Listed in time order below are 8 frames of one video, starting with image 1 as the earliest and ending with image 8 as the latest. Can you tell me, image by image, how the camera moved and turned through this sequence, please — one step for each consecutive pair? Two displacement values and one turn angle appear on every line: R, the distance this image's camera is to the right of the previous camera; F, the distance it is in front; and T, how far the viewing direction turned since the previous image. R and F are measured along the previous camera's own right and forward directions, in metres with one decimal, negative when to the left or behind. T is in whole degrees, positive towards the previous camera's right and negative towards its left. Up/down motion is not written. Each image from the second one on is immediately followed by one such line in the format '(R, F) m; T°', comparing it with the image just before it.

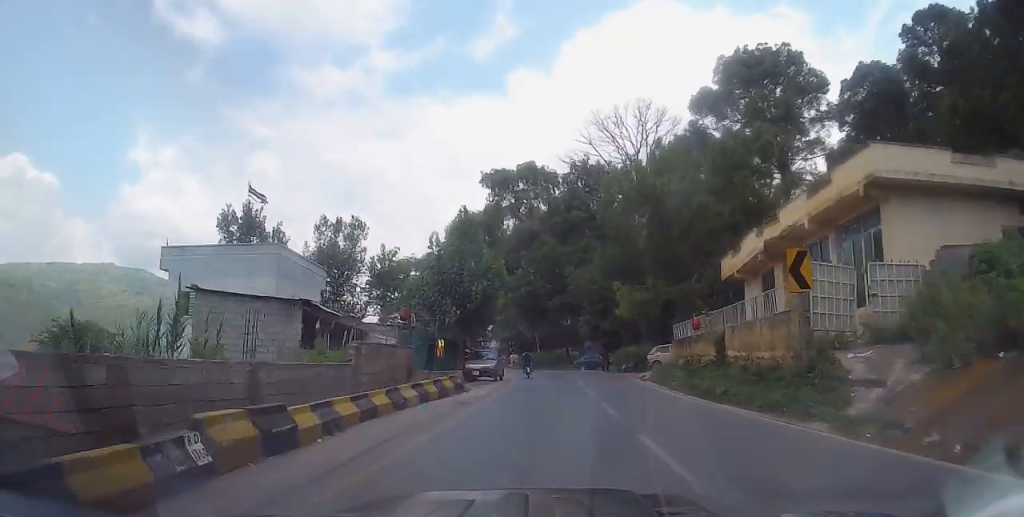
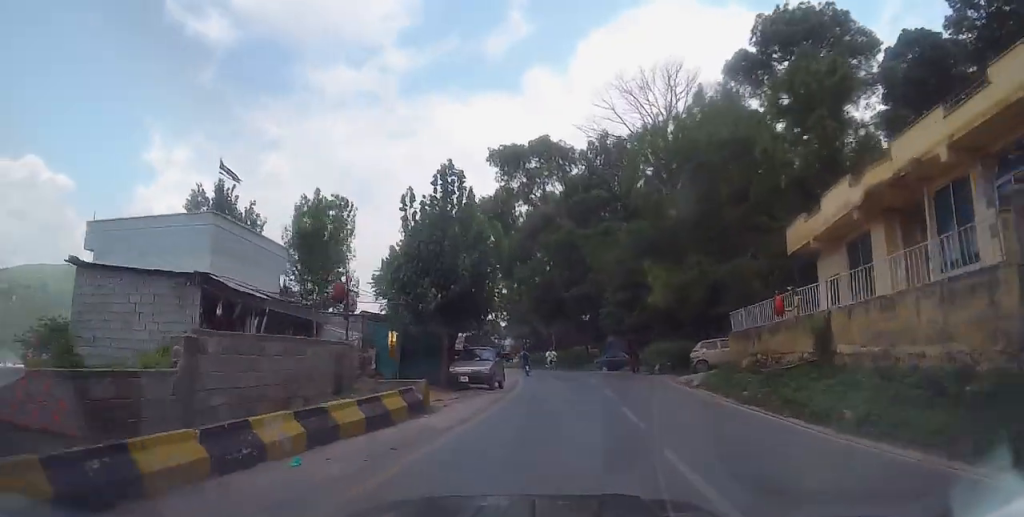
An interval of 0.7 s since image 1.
(-0.4, +7.3) m; -3°
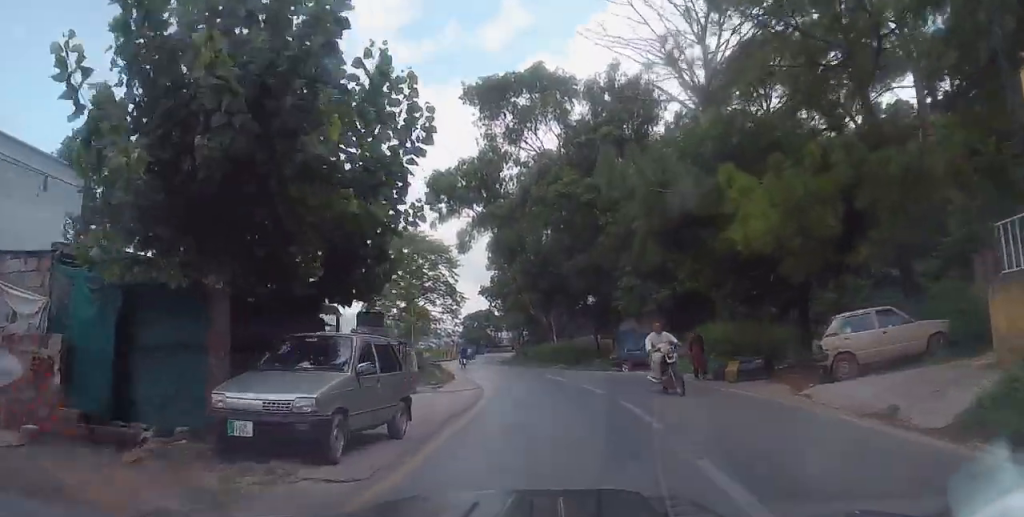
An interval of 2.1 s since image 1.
(0.0, +14.1) m; 0°
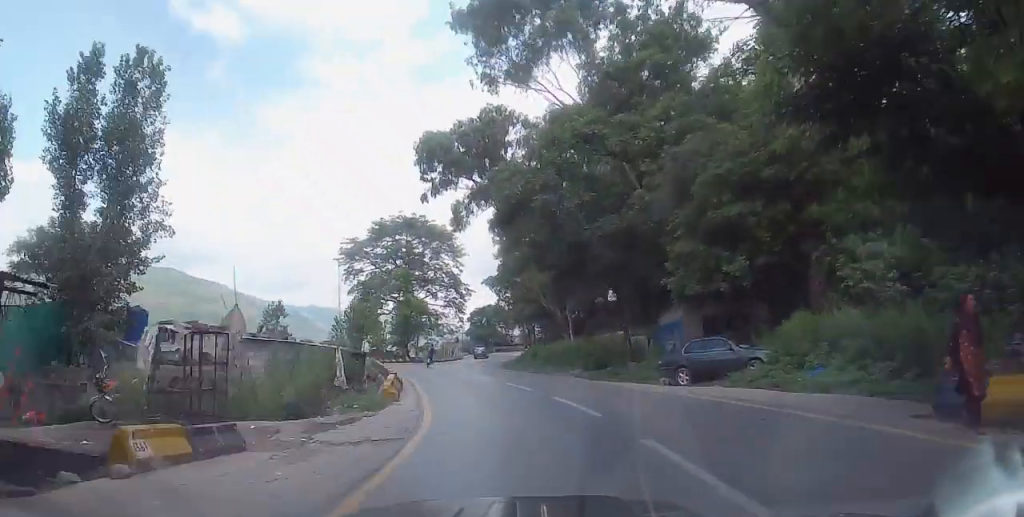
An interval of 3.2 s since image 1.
(0.0, +11.0) m; -2°
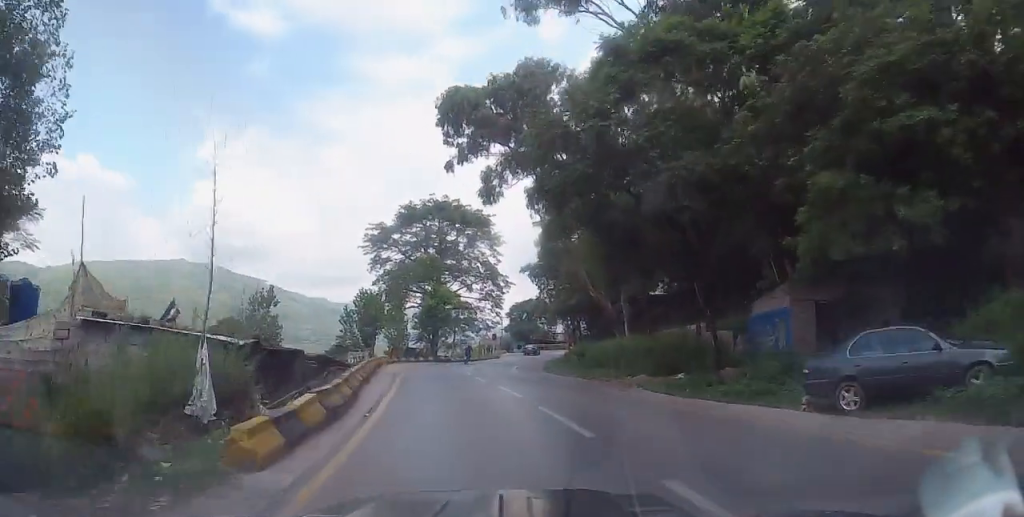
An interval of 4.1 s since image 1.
(-0.2, +8.6) m; -5°
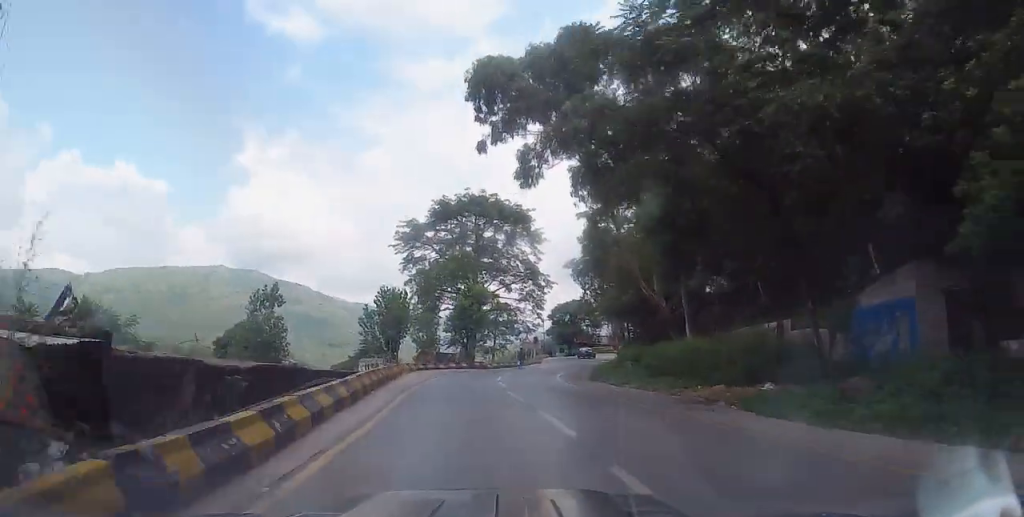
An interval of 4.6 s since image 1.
(-0.2, +5.3) m; -4°
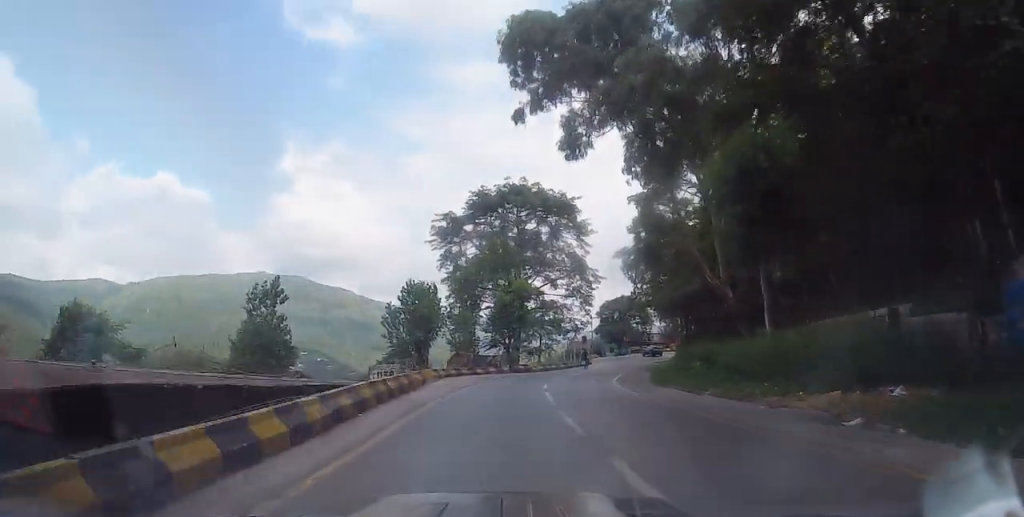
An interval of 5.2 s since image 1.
(-0.2, +5.4) m; -2°
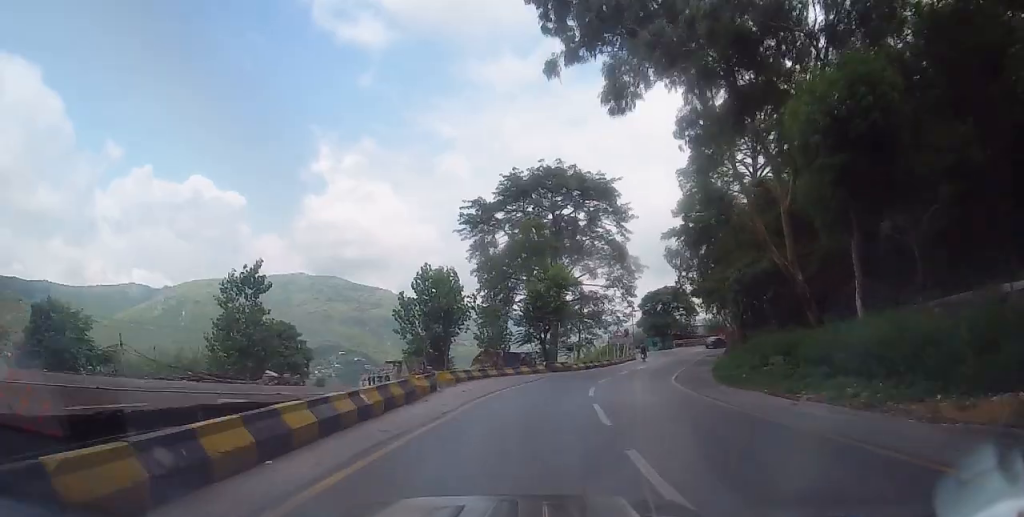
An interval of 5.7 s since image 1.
(-0.2, +5.4) m; -1°
